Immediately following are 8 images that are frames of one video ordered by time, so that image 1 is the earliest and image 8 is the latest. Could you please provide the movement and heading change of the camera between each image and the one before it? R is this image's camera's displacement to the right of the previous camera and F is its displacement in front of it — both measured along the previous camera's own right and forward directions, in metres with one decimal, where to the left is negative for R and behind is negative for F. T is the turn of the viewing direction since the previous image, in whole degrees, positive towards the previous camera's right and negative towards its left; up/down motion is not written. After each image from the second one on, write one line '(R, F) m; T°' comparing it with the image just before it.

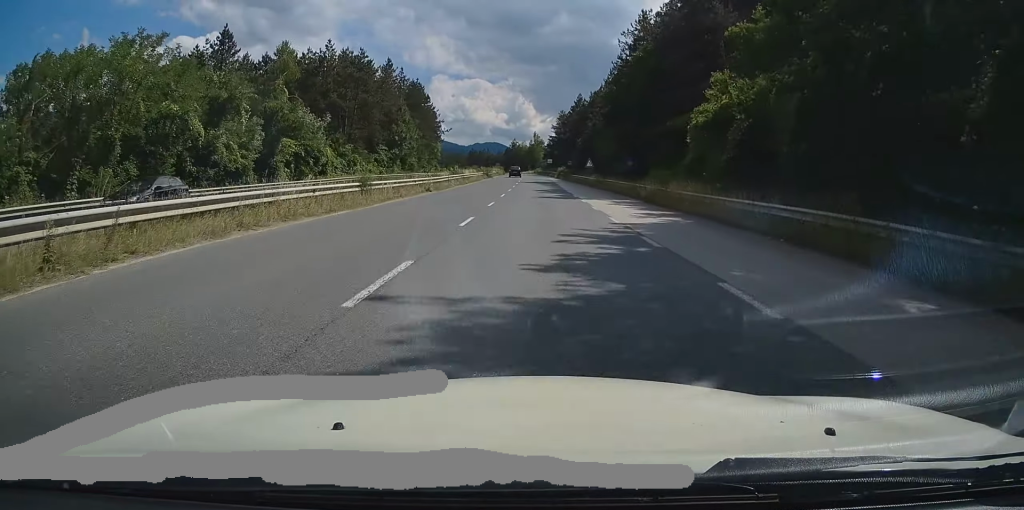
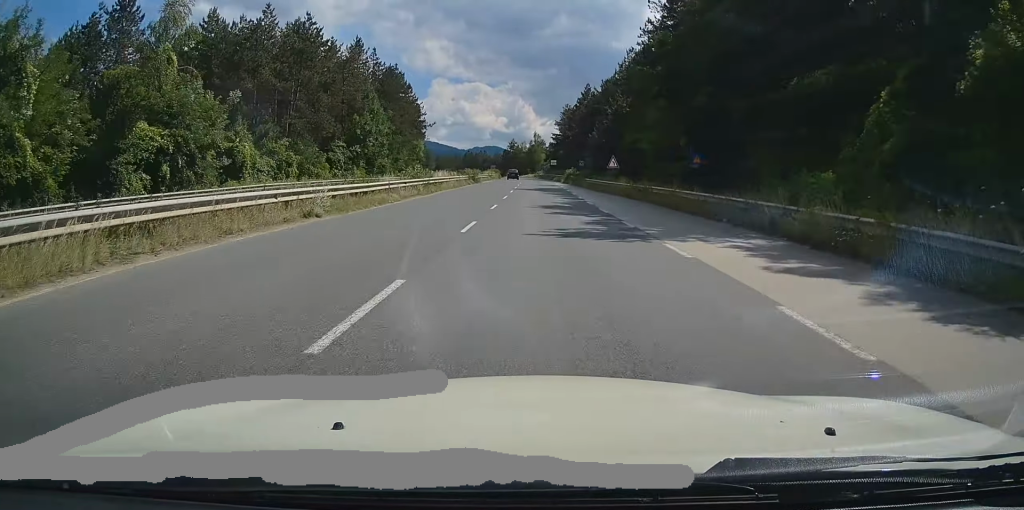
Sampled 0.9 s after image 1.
(+0.1, +19.3) m; 0°
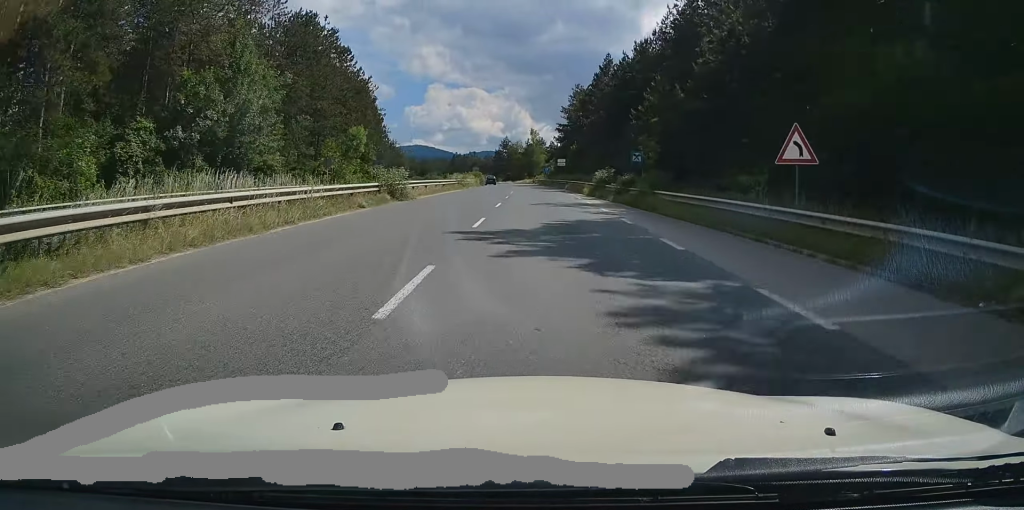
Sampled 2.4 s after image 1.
(0.0, +34.6) m; 0°
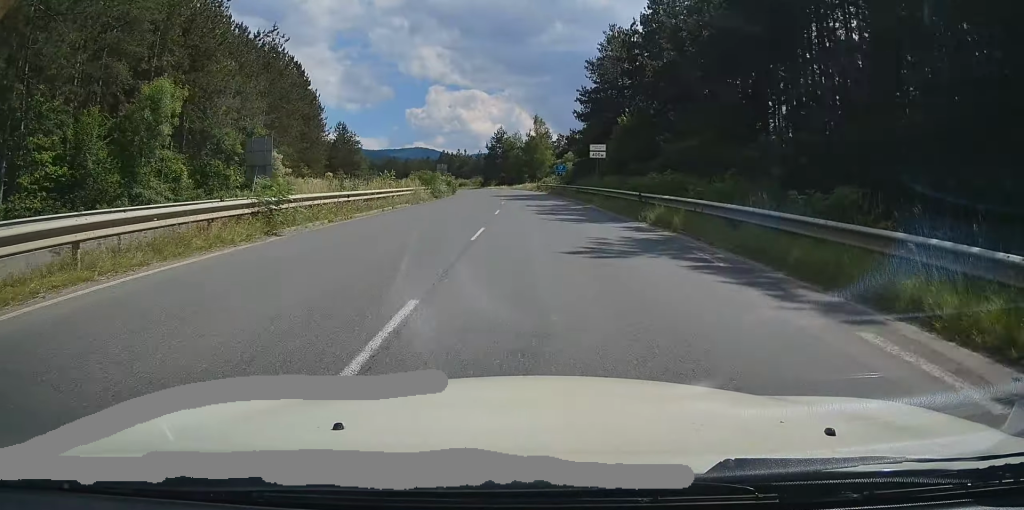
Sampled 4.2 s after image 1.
(0.0, +38.1) m; -1°
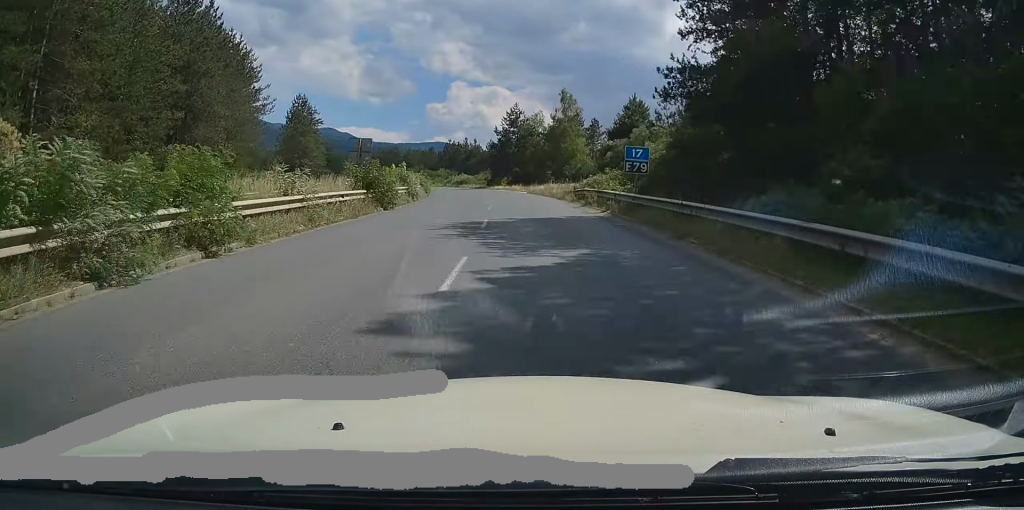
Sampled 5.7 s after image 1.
(-0.4, +32.7) m; -2°
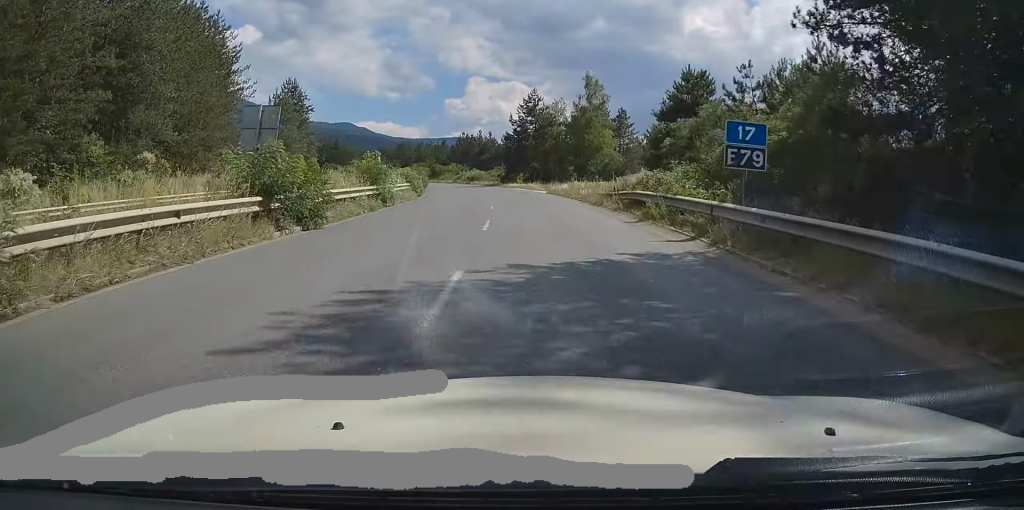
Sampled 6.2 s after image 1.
(-0.2, +10.7) m; -1°
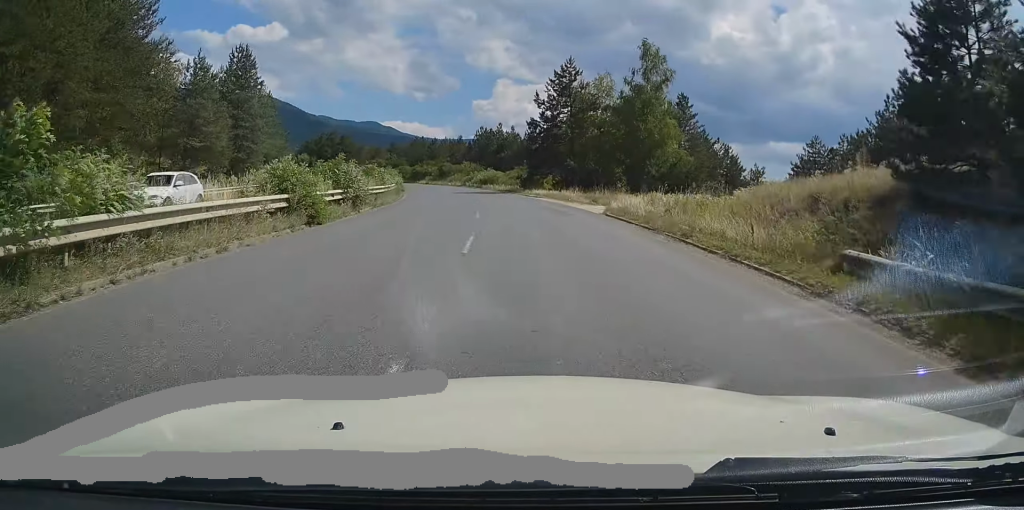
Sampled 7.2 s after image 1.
(-0.3, +22.0) m; -2°
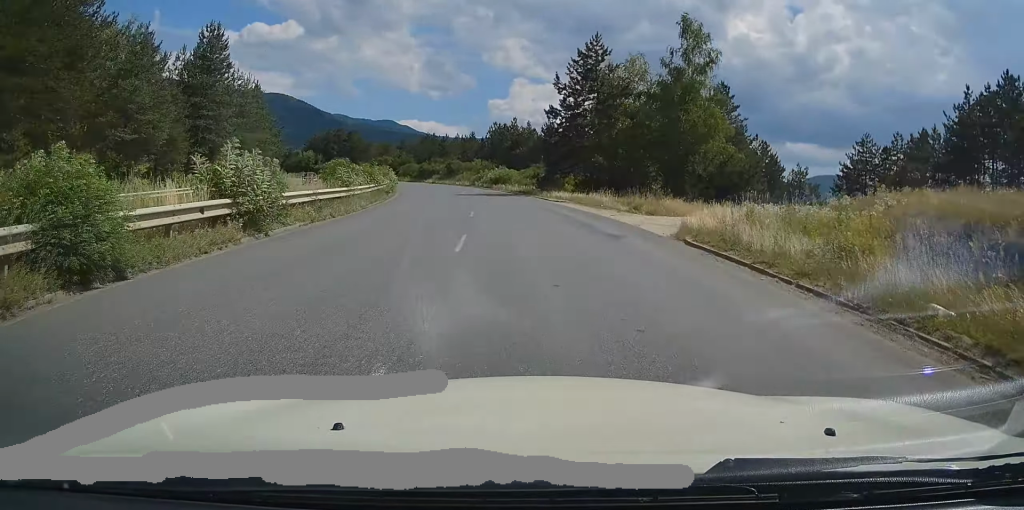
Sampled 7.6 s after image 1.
(+0.1, +9.1) m; -1°
